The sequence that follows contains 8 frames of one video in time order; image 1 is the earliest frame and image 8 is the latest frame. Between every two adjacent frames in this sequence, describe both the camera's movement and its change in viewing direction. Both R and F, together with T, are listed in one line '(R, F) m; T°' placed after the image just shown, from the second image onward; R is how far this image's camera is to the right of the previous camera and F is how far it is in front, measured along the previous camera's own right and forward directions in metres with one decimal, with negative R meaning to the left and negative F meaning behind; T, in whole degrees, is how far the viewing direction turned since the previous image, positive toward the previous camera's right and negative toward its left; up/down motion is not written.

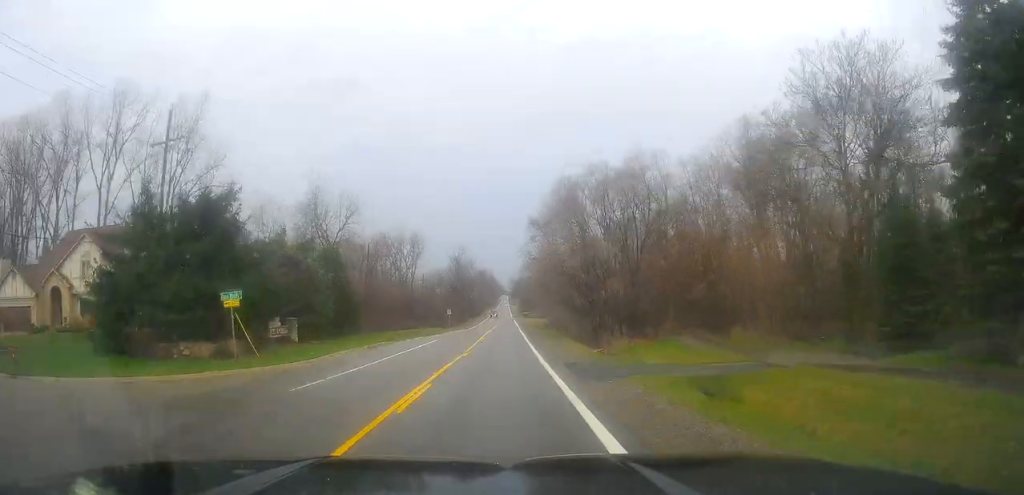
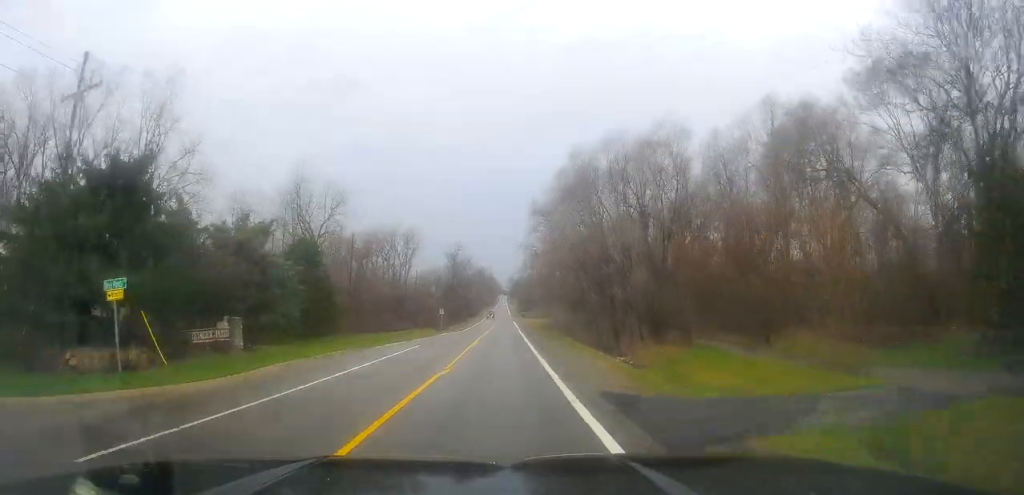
(+0.2, +8.6) m; +1°
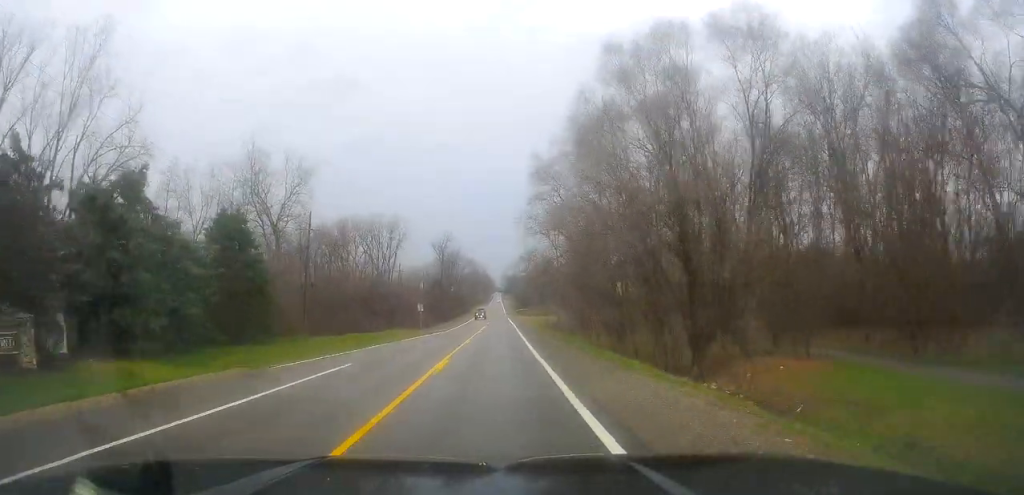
(+0.2, +15.8) m; +2°
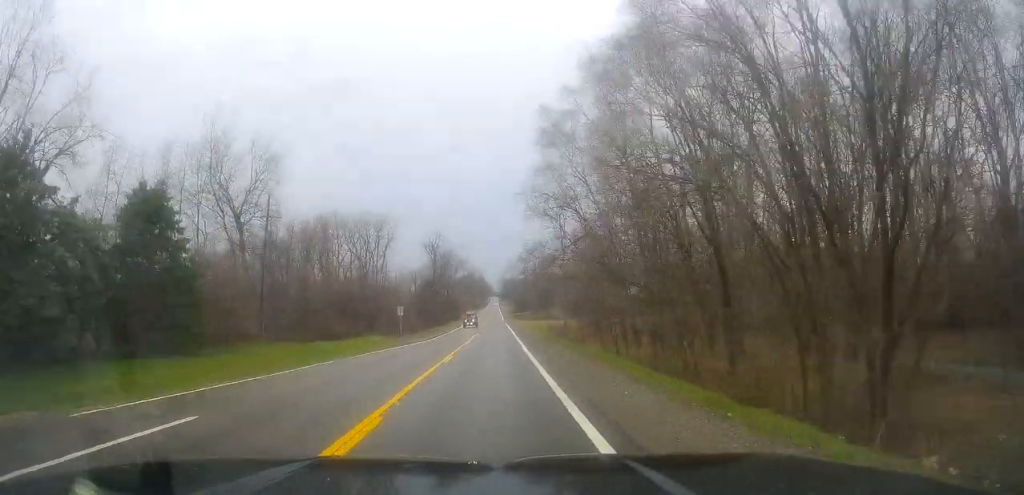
(+0.2, +11.2) m; +1°
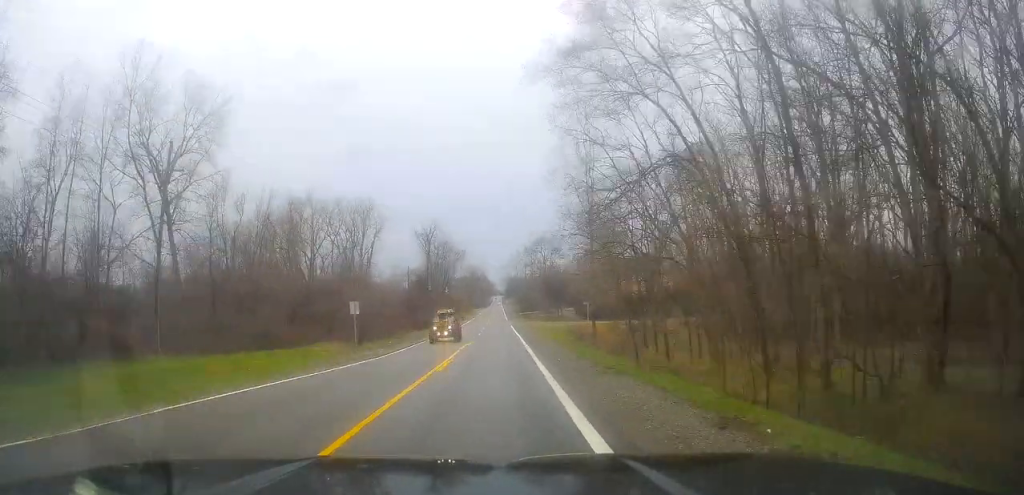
(+0.1, +17.8) m; -2°
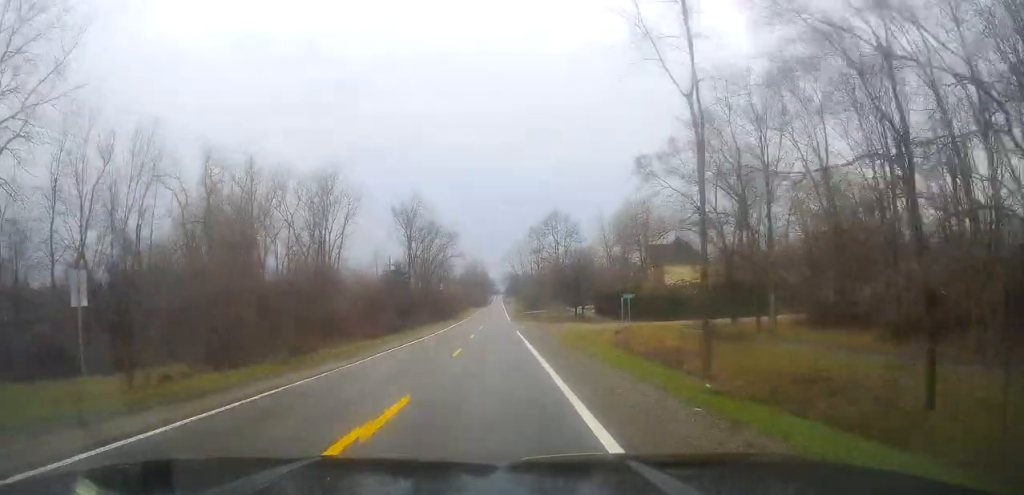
(-0.9, +25.1) m; -3°
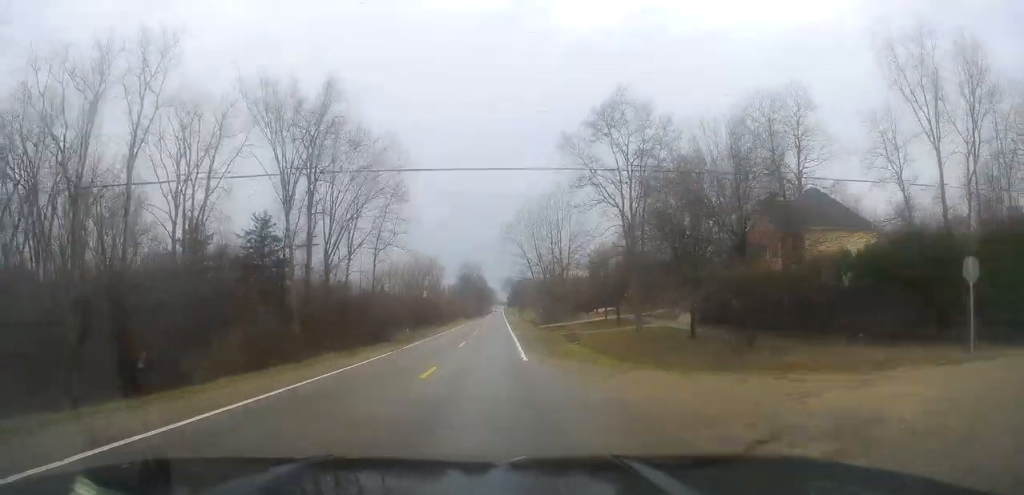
(+1.9, +52.6) m; +3°
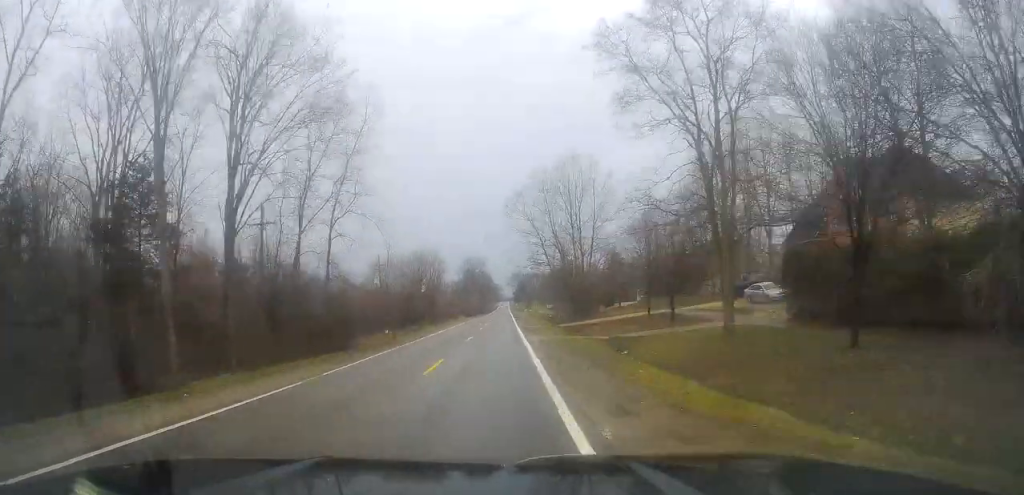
(-0.1, +16.0) m; -1°
